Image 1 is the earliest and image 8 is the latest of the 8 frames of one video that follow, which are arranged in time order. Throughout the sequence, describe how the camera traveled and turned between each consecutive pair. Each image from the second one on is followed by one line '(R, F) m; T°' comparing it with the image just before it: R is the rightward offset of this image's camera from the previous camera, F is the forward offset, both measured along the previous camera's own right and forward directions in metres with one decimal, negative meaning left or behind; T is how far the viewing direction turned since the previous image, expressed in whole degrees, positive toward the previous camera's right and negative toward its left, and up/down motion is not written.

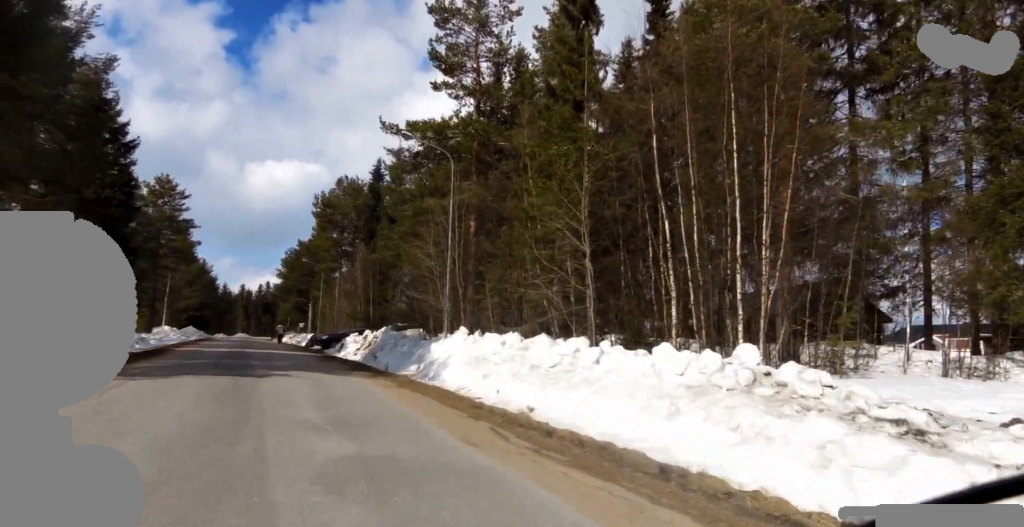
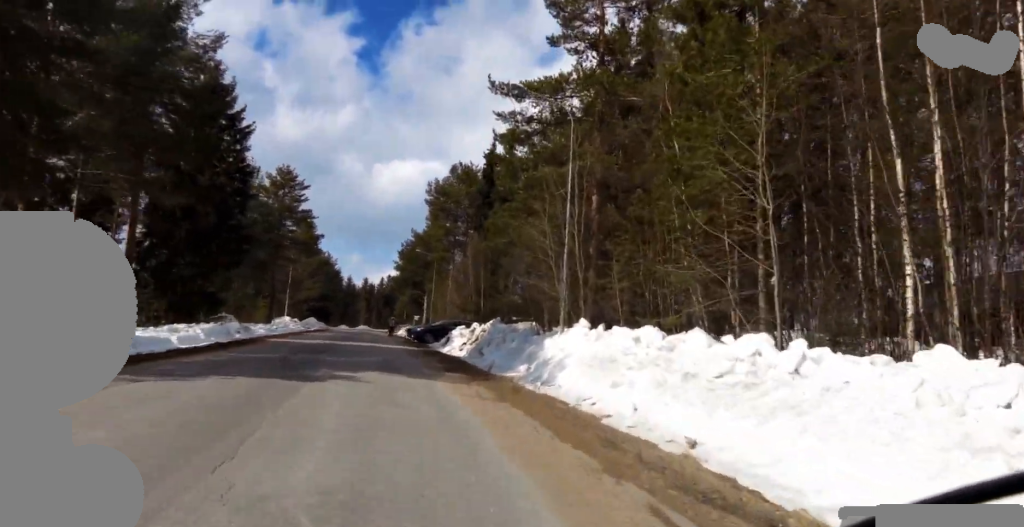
(+0.2, +4.3) m; -8°
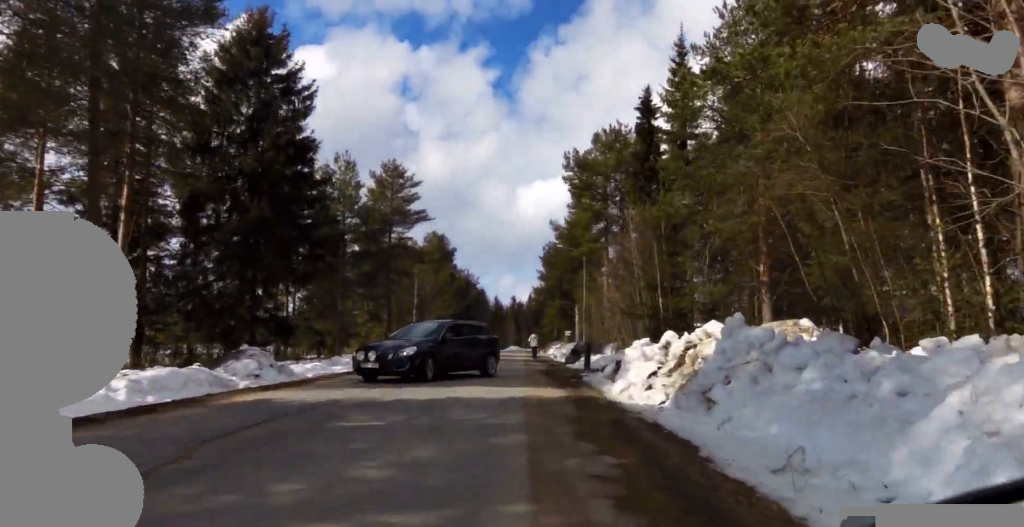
(-3.9, +13.6) m; -21°
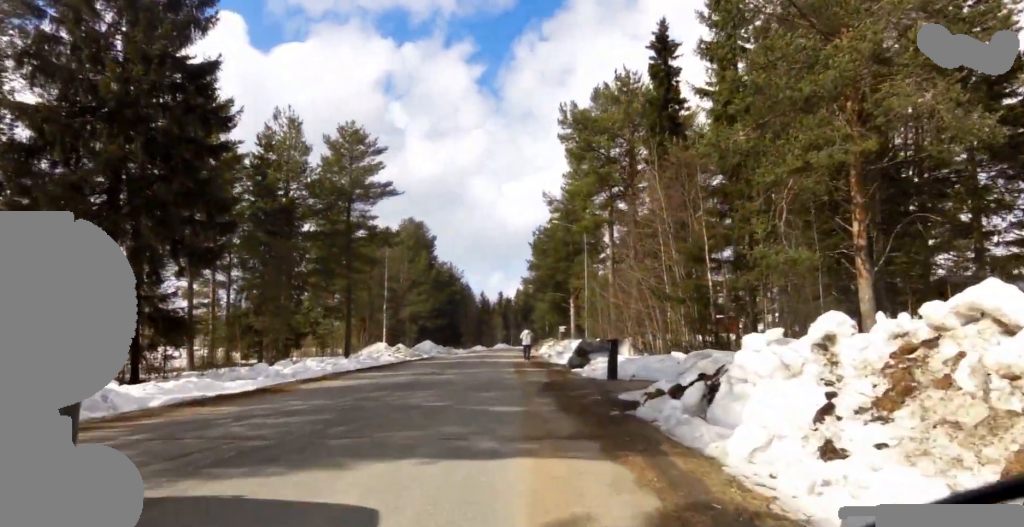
(0.0, +8.4) m; -1°
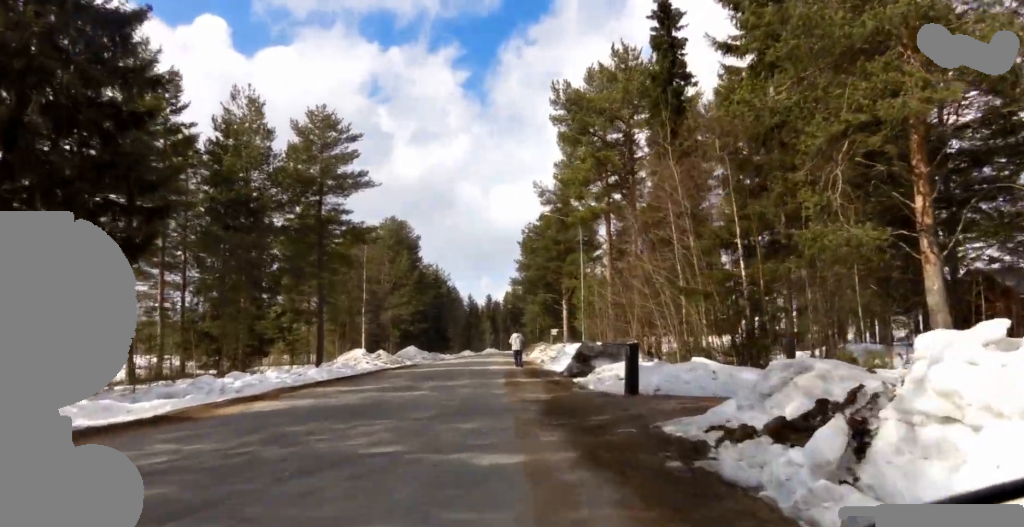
(-0.1, +3.6) m; -1°
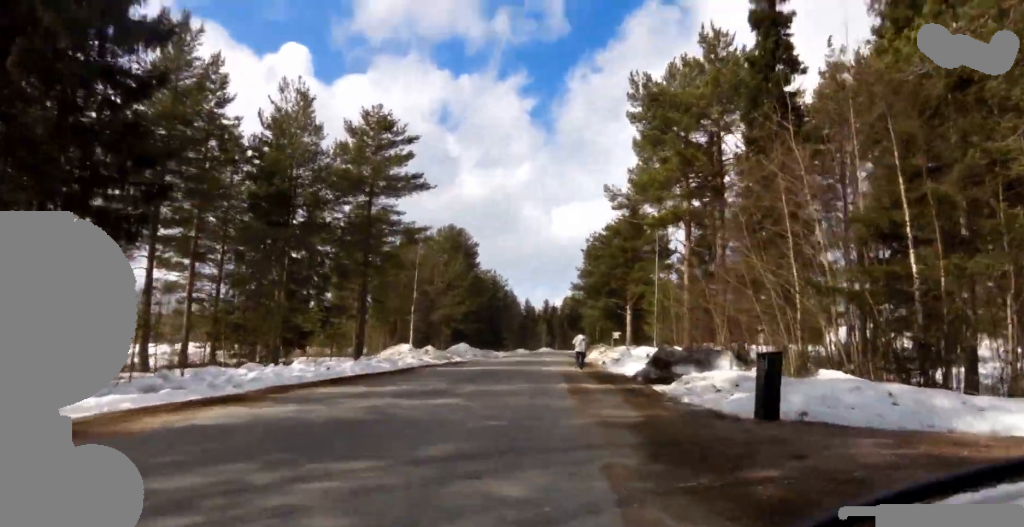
(-0.1, +4.1) m; -1°
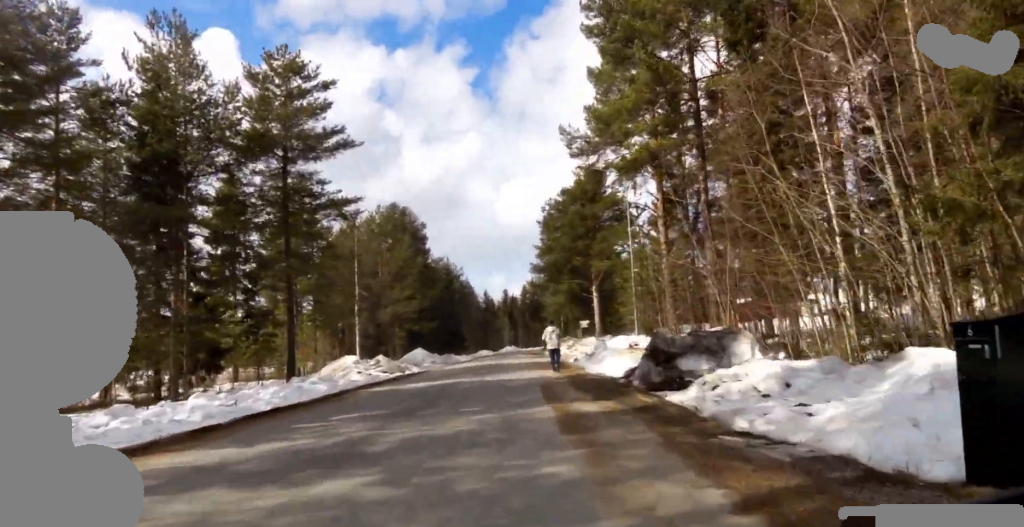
(0.0, +4.7) m; 0°
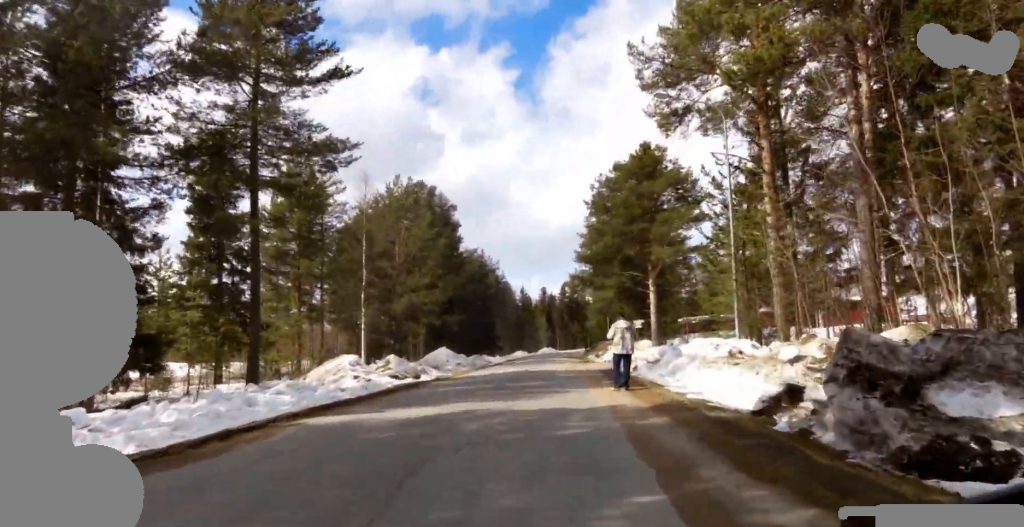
(+0.1, +8.1) m; +12°
